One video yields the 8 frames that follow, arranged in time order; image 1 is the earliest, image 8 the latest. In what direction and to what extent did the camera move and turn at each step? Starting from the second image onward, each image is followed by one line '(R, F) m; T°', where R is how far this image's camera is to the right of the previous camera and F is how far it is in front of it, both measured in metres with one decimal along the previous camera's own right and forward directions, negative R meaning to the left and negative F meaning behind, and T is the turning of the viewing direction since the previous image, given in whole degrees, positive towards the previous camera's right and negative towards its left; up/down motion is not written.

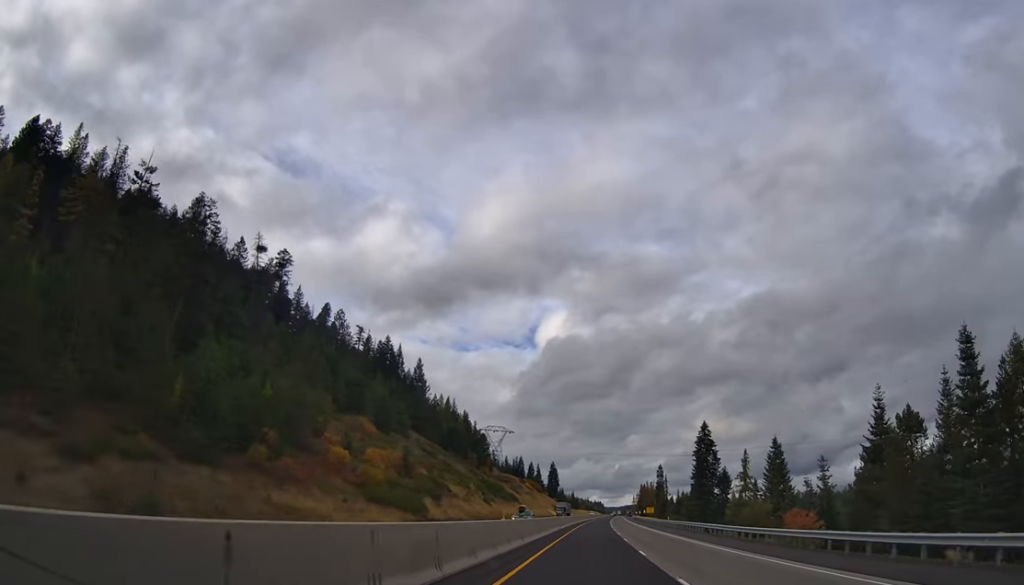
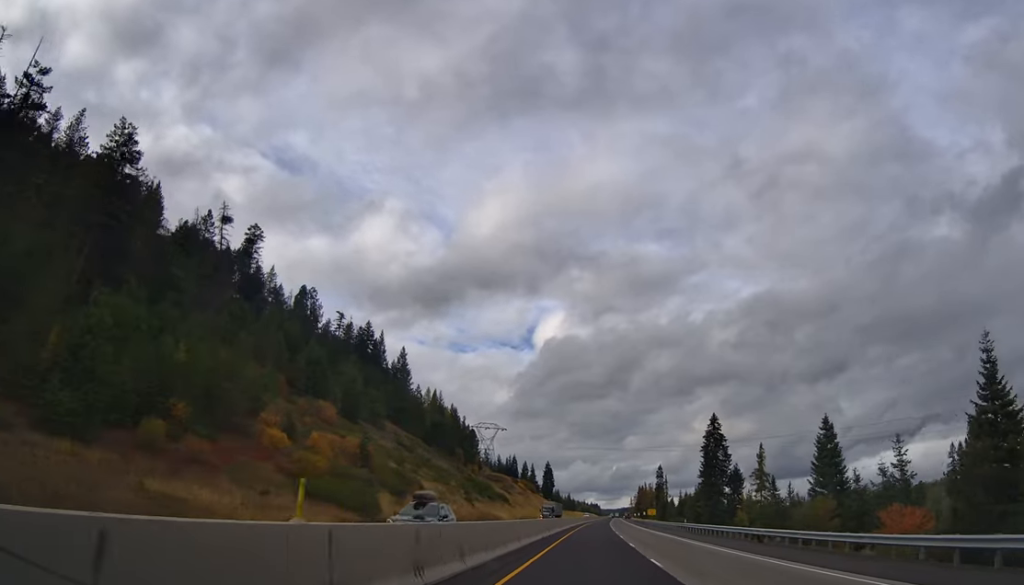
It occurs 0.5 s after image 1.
(-0.1, +16.9) m; 0°
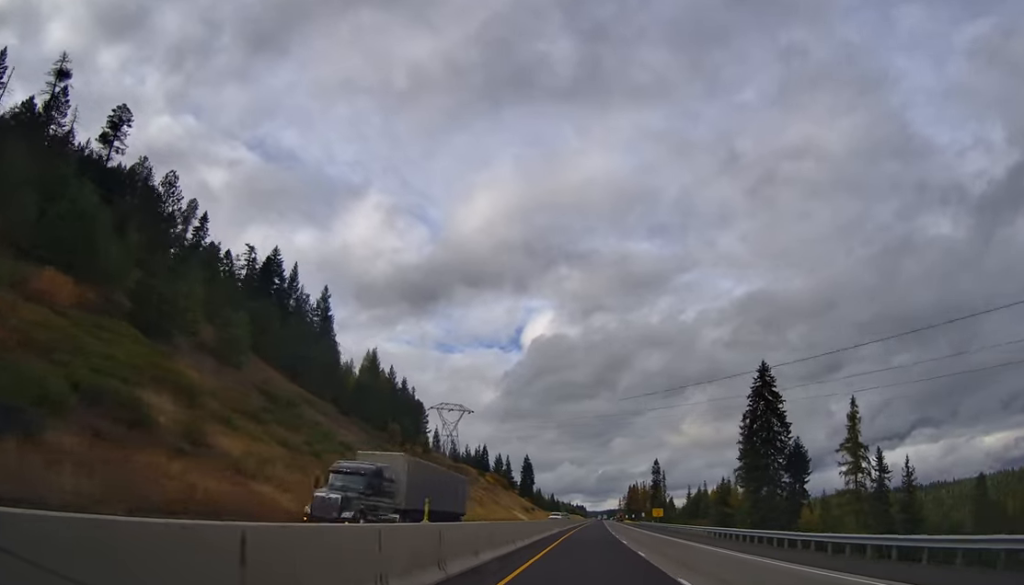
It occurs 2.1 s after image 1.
(+0.5, +55.5) m; +1°
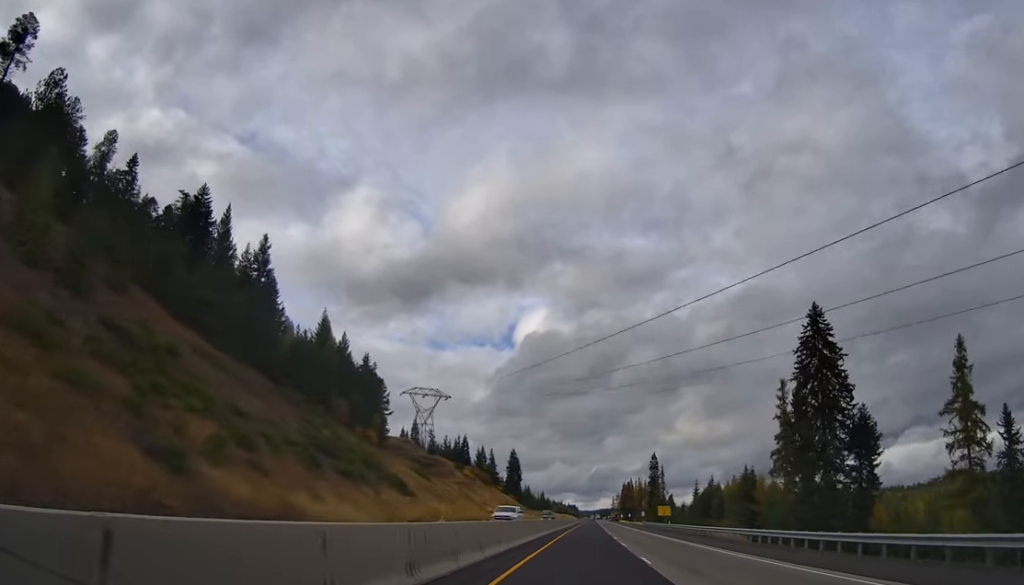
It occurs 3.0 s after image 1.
(+0.2, +28.4) m; 0°
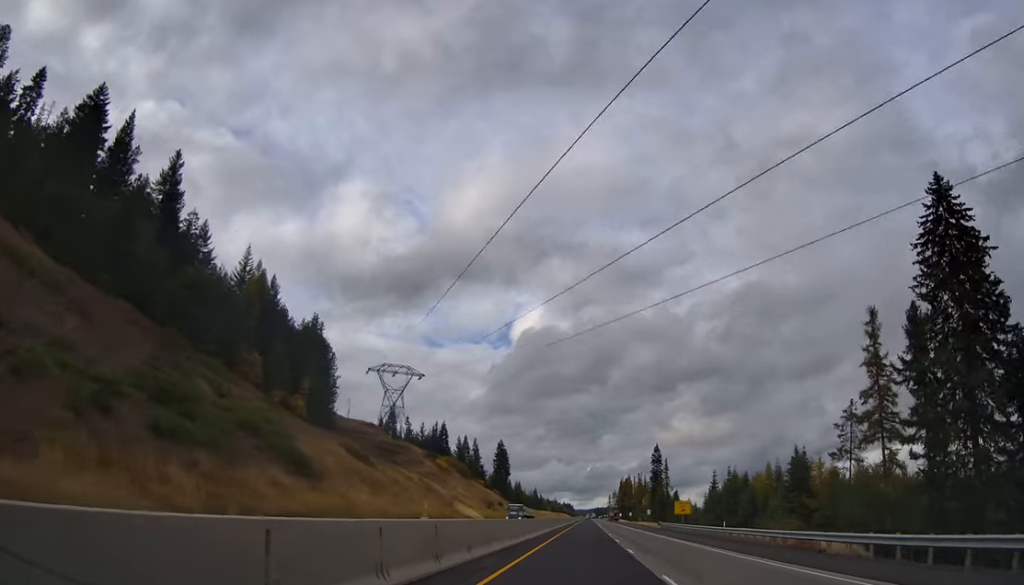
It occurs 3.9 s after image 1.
(-0.1, +31.8) m; 0°
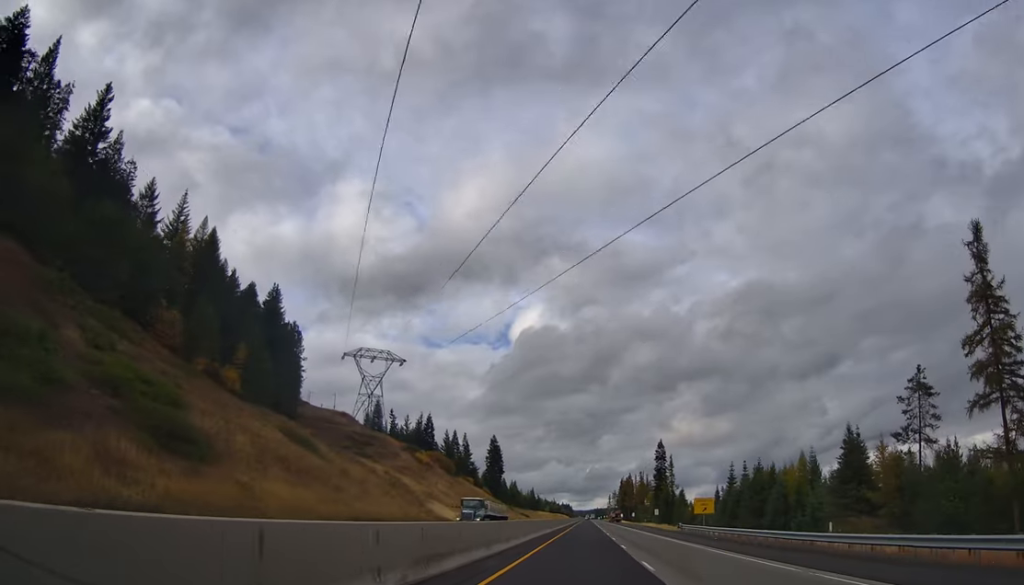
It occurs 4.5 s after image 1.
(-0.1, +19.3) m; +1°
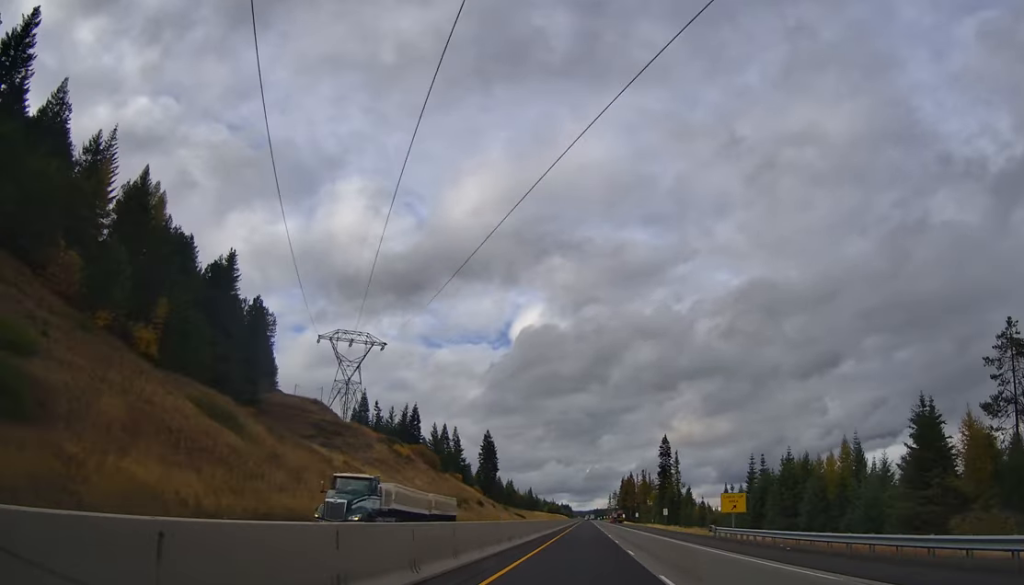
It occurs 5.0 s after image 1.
(0.0, +17.0) m; 0°
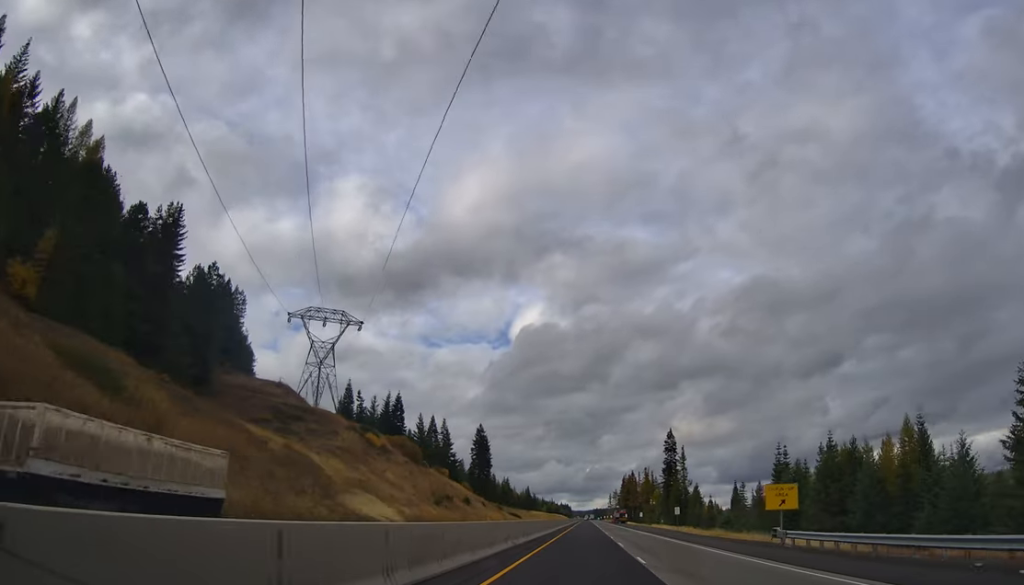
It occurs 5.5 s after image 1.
(+0.4, +17.0) m; 0°
